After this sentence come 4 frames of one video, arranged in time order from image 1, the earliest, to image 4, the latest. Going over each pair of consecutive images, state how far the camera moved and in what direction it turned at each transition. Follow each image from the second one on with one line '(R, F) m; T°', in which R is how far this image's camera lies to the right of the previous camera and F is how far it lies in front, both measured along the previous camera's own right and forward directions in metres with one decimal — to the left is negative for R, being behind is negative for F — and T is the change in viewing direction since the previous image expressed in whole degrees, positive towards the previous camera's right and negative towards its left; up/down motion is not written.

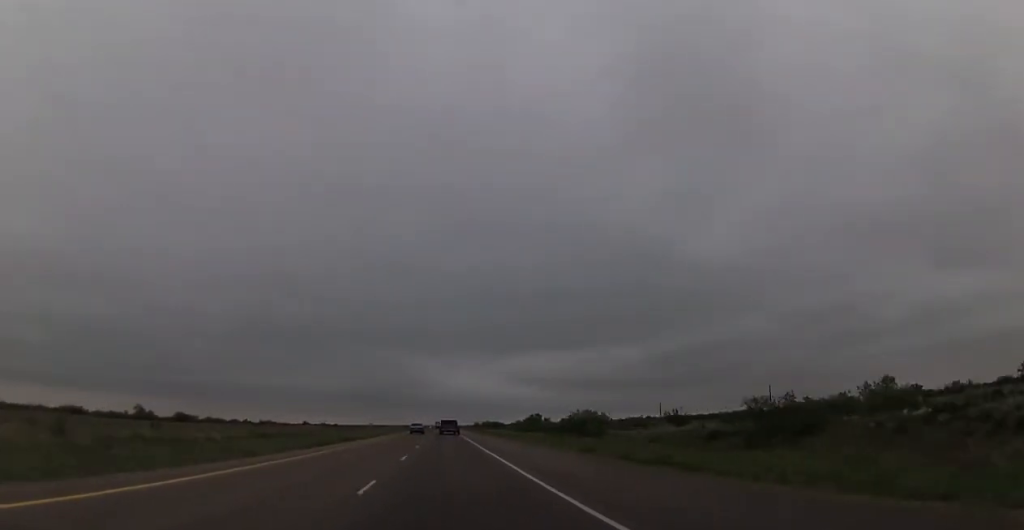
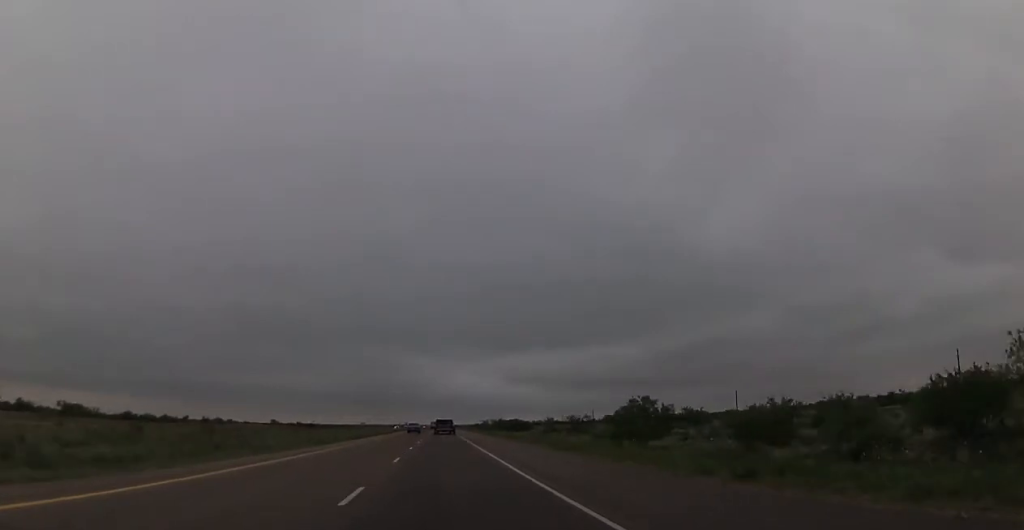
(-0.3, +74.8) m; 0°
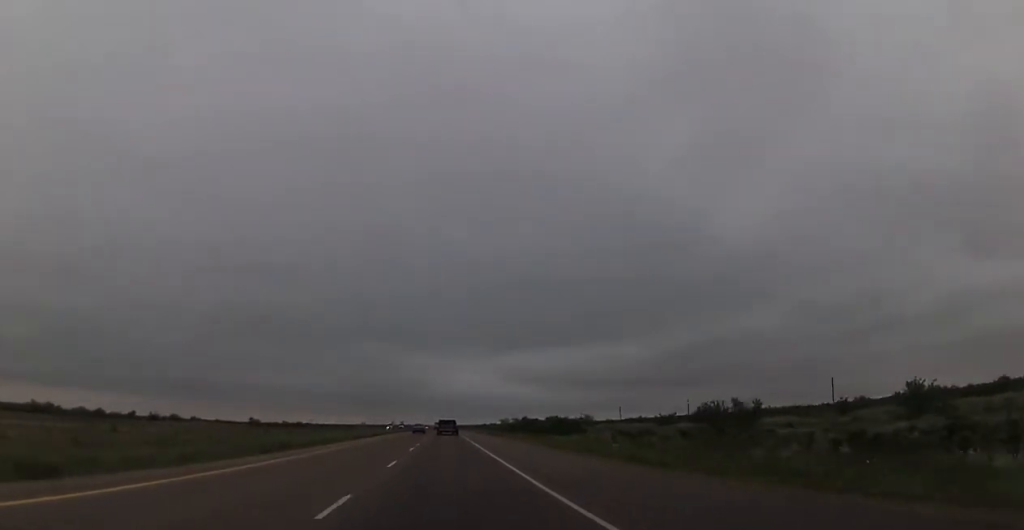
(+0.4, +50.2) m; 0°
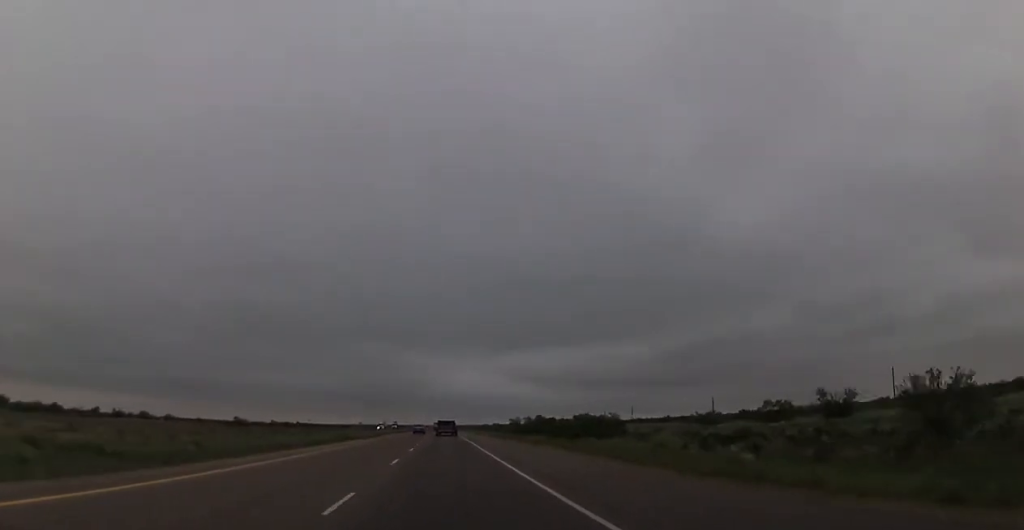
(0.0, +23.2) m; 0°
